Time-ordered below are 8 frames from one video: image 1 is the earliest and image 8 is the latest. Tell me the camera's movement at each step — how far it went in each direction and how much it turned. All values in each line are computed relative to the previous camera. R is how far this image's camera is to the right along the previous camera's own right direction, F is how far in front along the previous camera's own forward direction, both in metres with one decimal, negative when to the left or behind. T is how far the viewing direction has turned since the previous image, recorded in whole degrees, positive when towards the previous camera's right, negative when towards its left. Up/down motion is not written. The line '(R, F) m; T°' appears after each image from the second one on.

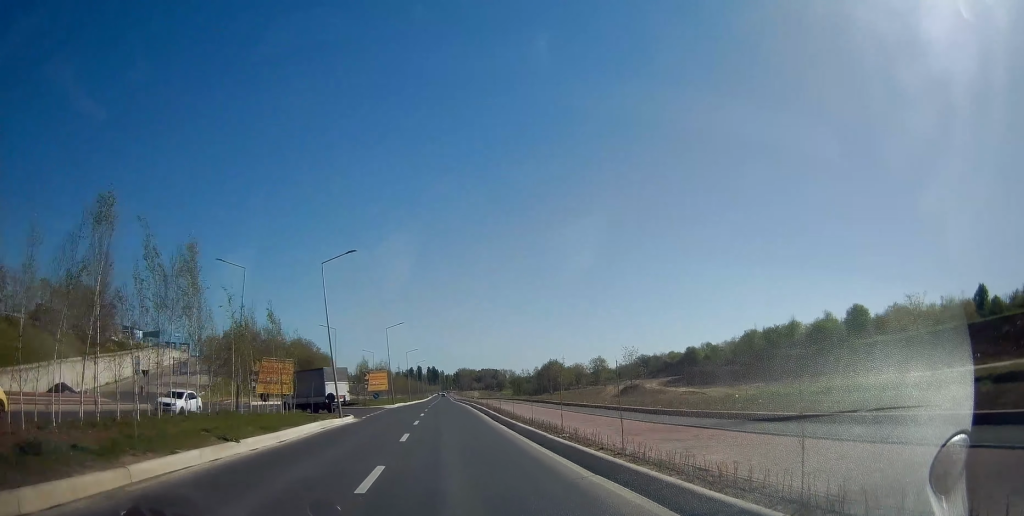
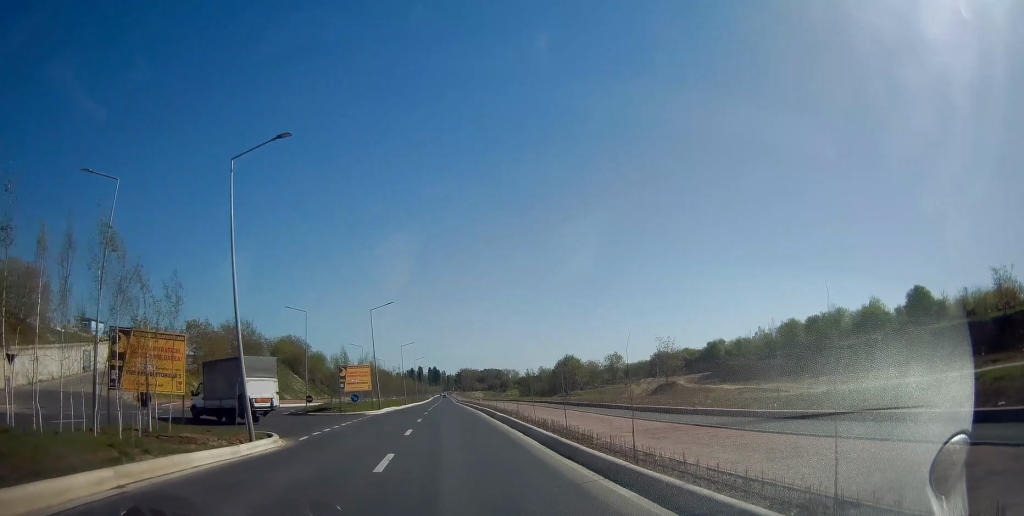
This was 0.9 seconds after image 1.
(0.0, +15.6) m; 0°
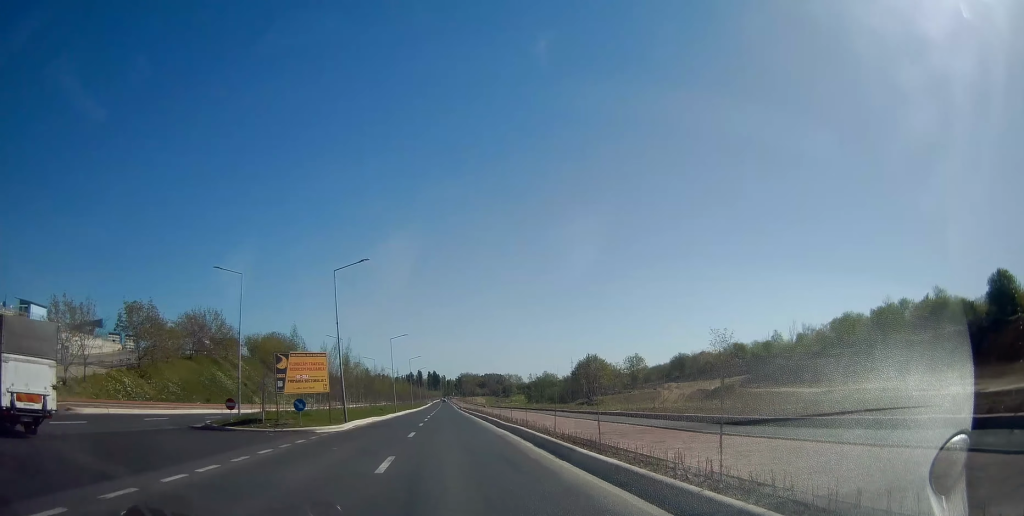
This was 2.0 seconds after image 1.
(+0.1, +17.8) m; +1°
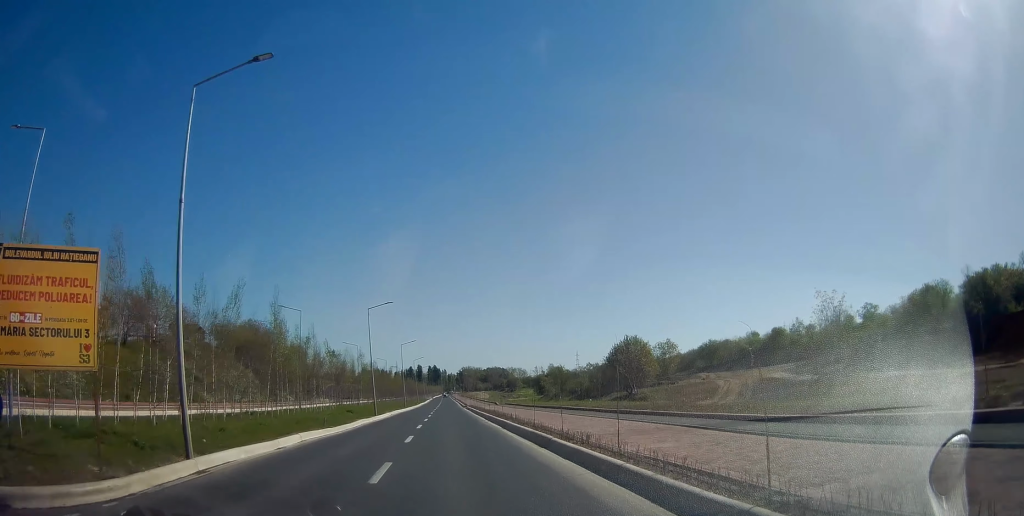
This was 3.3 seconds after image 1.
(+0.2, +21.1) m; -1°
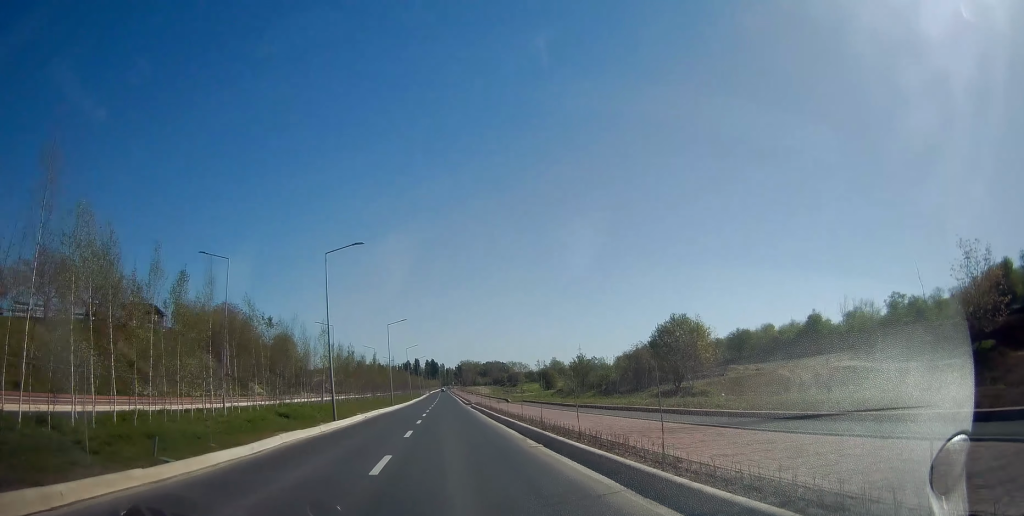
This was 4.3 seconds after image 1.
(-0.2, +17.3) m; 0°
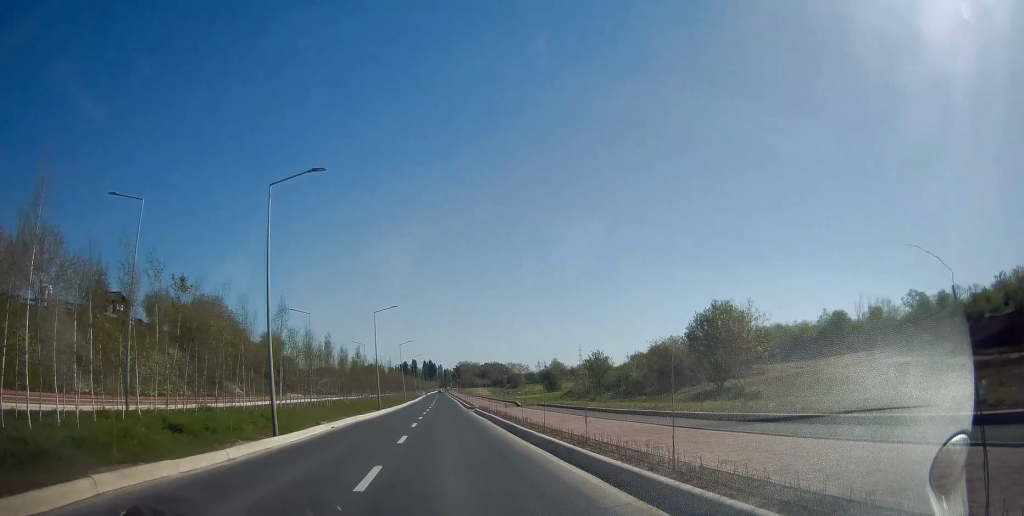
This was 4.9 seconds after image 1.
(0.0, +10.6) m; +1°
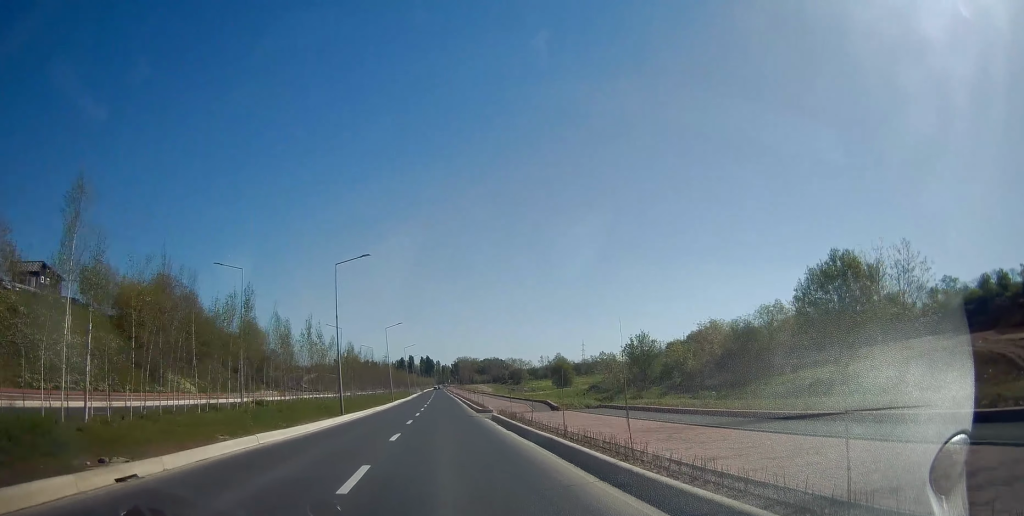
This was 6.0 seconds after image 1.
(+0.3, +18.4) m; 0°
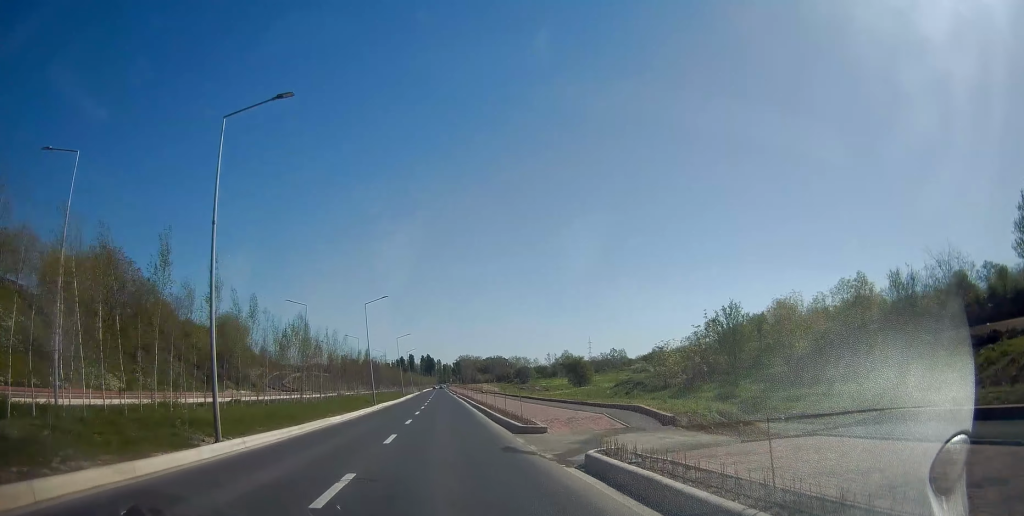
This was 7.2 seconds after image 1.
(-0.3, +19.1) m; -1°
